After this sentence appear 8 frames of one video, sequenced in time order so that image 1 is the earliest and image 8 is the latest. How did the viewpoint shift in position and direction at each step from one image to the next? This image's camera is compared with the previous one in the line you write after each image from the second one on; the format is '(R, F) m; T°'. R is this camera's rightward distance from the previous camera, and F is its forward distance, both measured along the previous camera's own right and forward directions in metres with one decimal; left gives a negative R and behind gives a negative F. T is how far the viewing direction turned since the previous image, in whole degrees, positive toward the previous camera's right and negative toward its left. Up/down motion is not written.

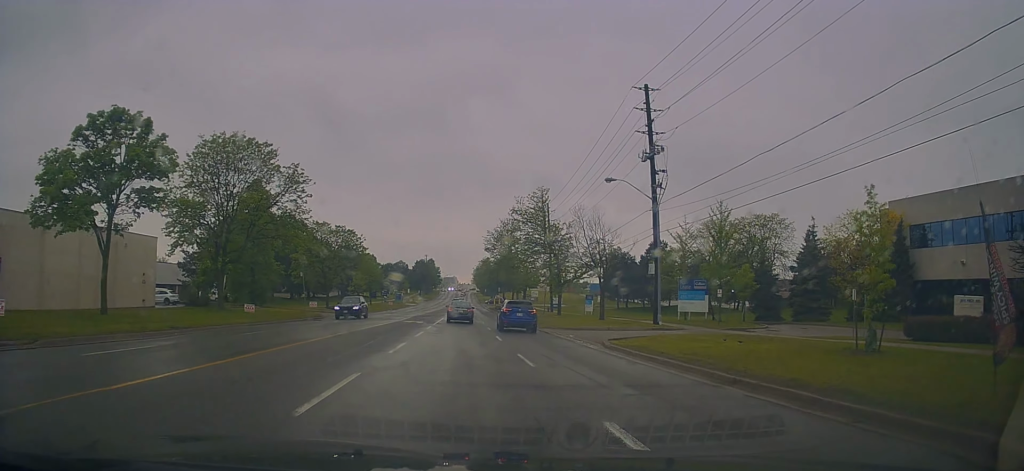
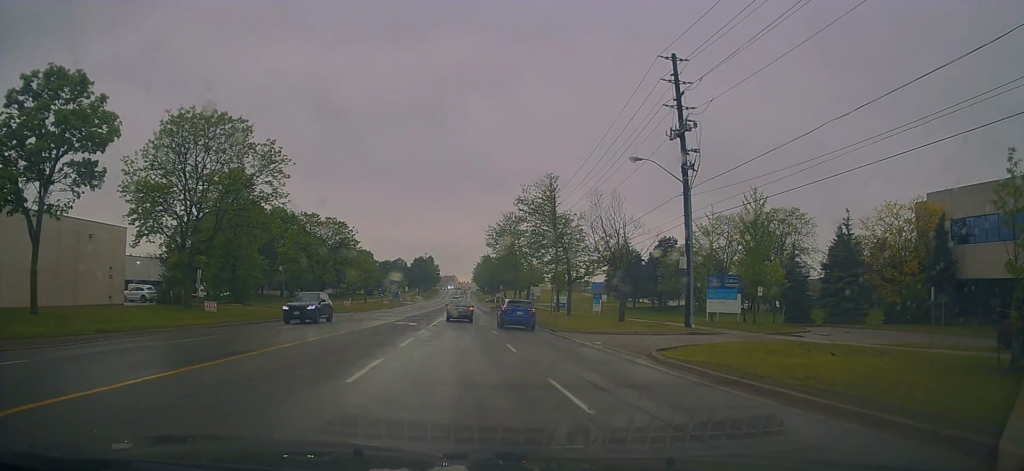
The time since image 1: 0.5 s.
(-0.1, +5.3) m; +2°
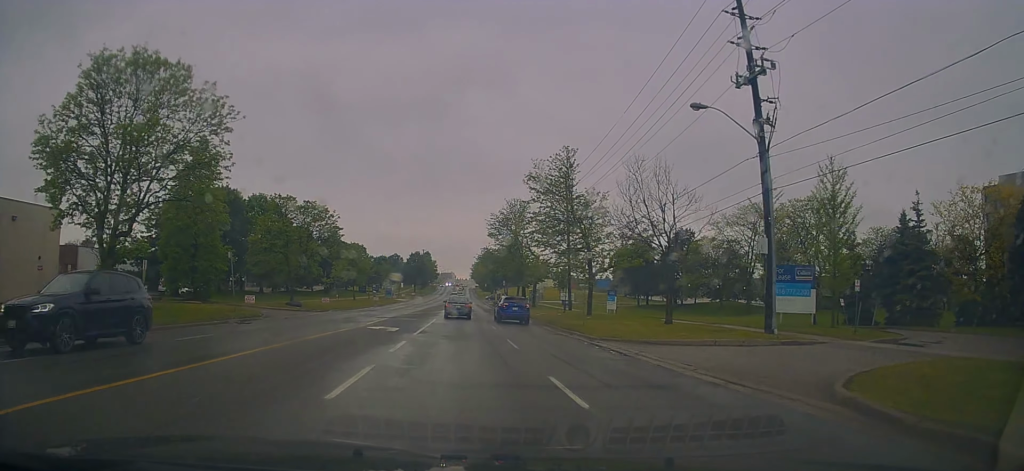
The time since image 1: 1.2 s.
(+0.4, +8.2) m; -1°
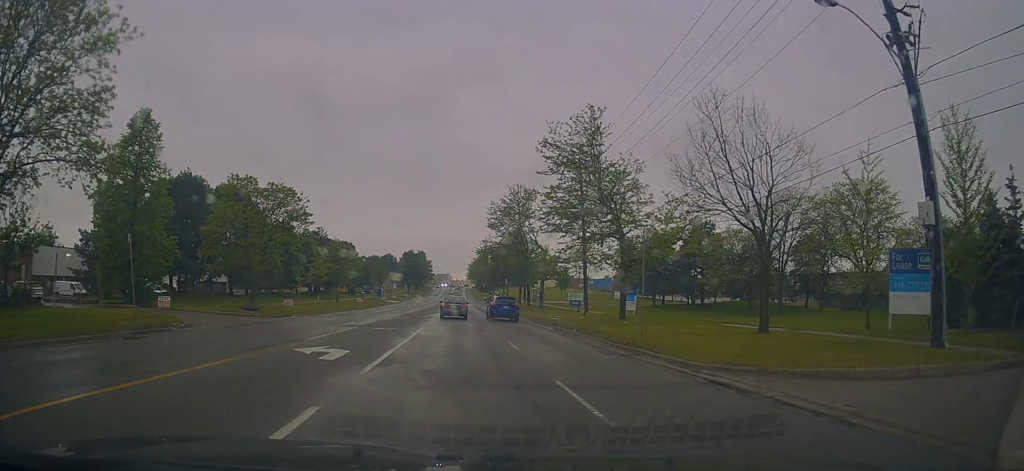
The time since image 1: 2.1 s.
(-0.3, +9.9) m; -2°
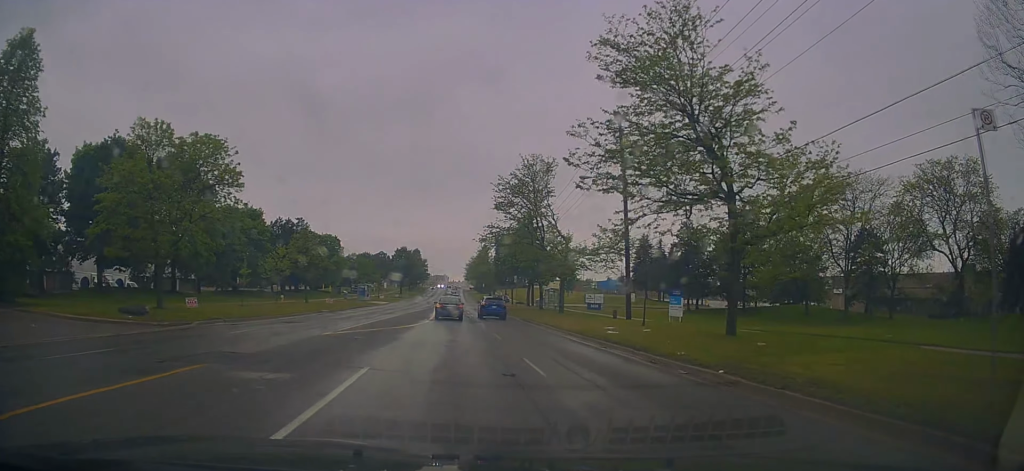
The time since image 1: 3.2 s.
(-0.2, +13.6) m; +1°
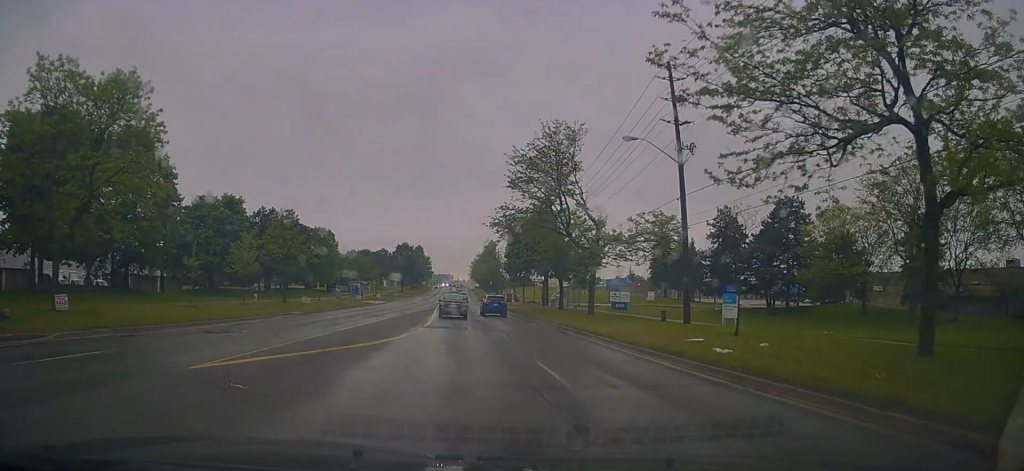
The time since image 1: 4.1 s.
(+0.2, +9.4) m; +1°
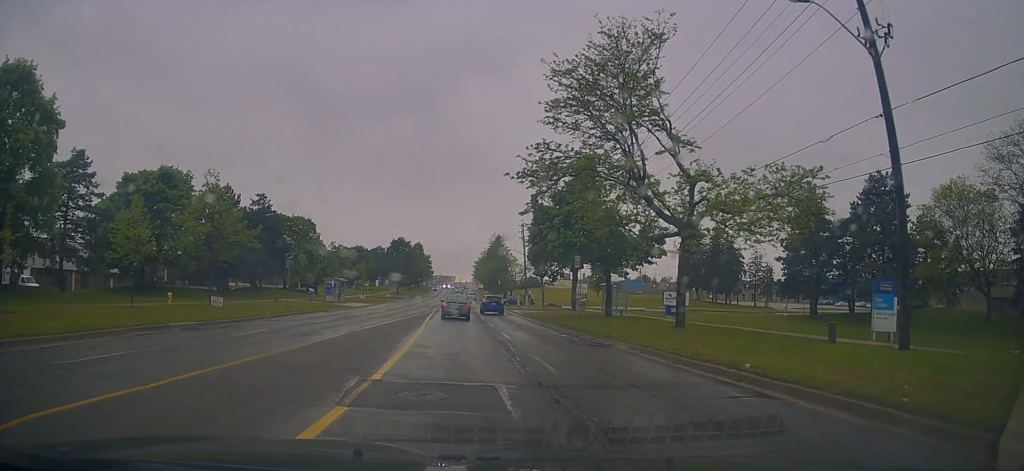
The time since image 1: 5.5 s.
(+0.1, +16.7) m; 0°
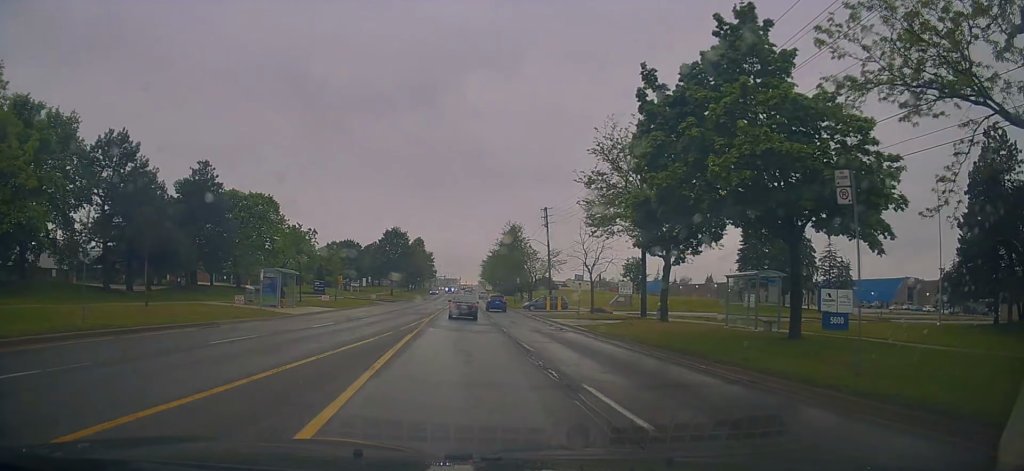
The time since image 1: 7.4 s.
(-0.2, +22.4) m; -2°
